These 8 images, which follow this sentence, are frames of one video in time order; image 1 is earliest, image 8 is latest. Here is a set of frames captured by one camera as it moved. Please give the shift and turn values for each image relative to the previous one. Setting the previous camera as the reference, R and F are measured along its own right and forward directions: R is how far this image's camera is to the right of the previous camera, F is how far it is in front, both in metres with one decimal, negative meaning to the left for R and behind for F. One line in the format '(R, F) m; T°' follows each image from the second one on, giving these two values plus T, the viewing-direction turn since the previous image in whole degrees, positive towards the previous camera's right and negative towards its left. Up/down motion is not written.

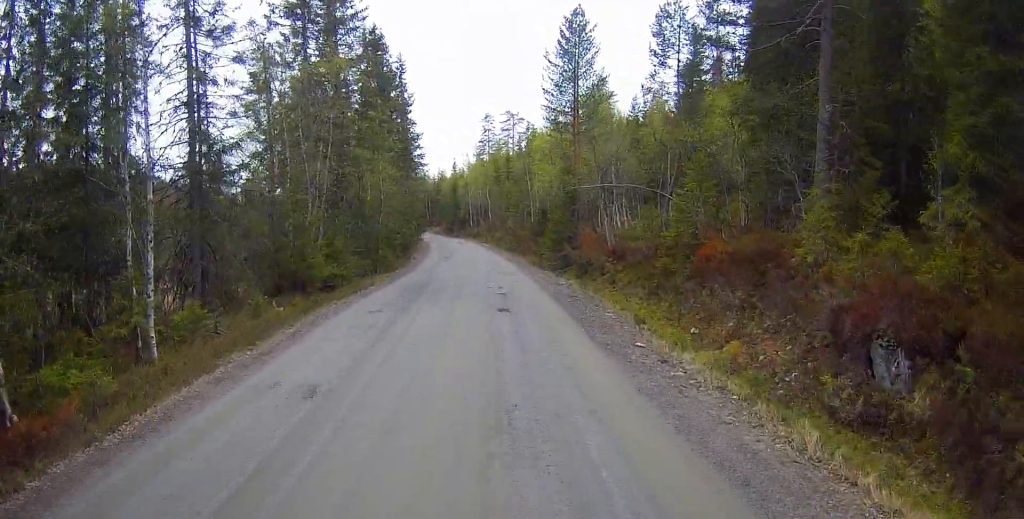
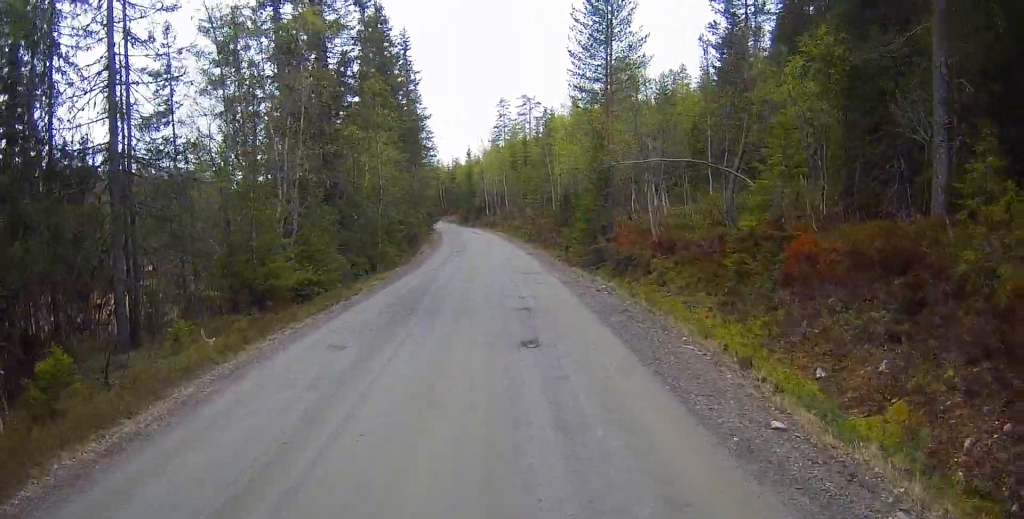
(0.0, +4.9) m; 0°
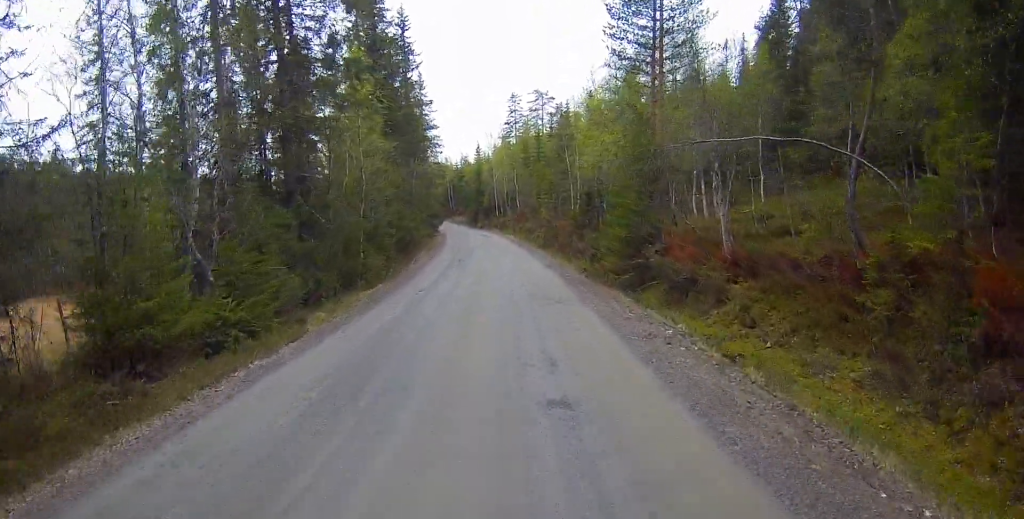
(-0.1, +6.2) m; -2°
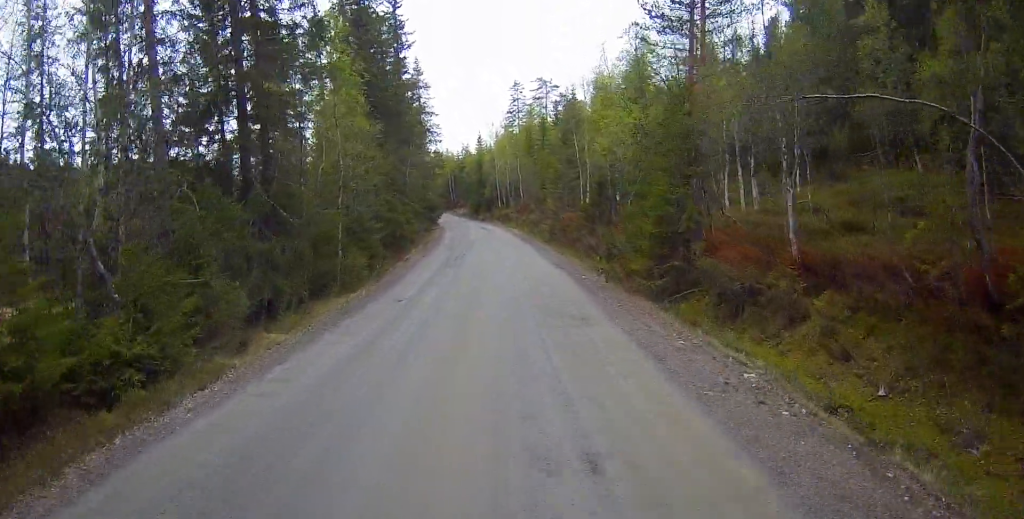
(0.0, +3.7) m; -1°
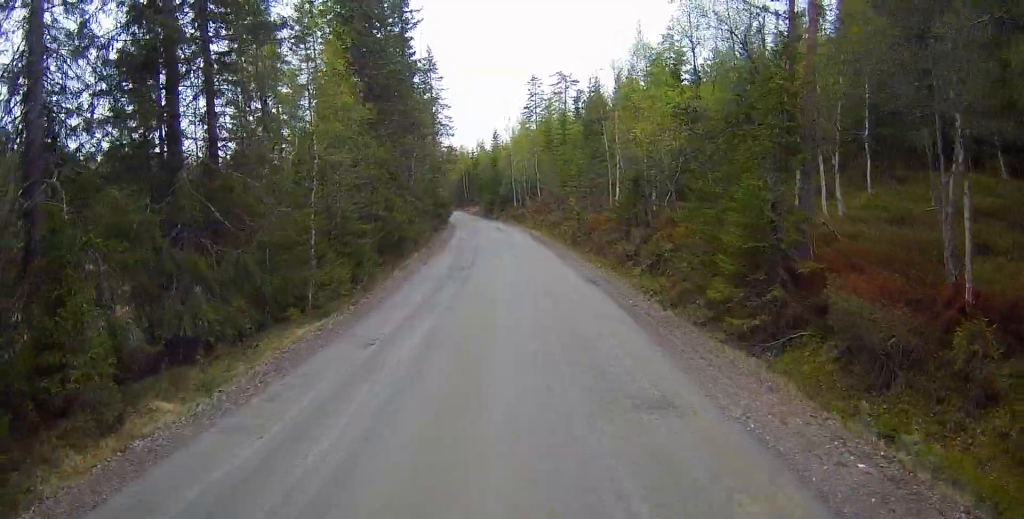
(-0.2, +4.9) m; 0°
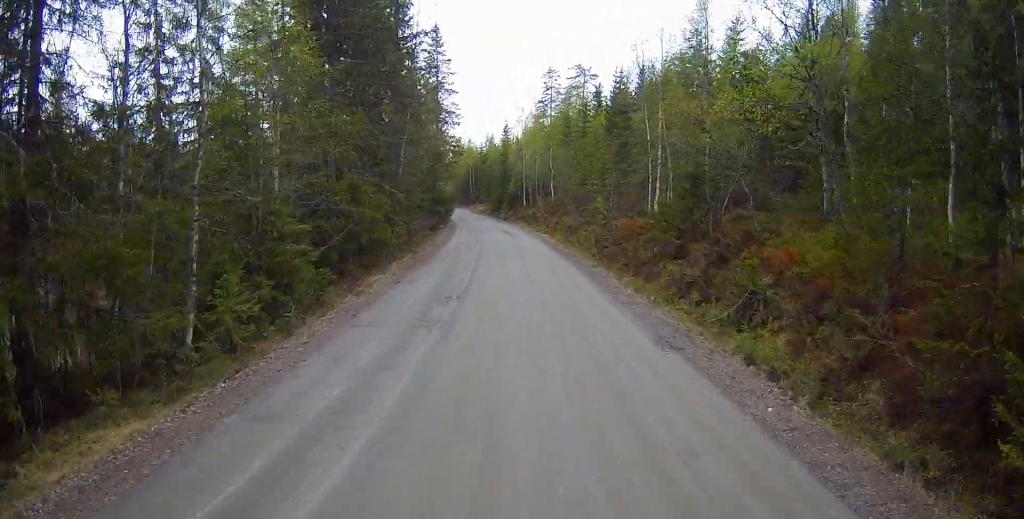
(+0.2, +7.2) m; +1°
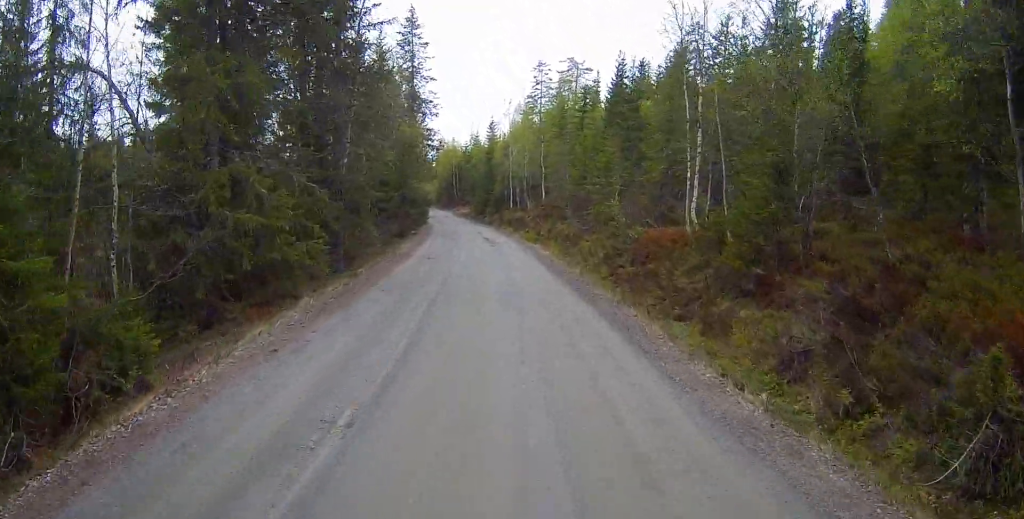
(0.0, +7.7) m; -1°
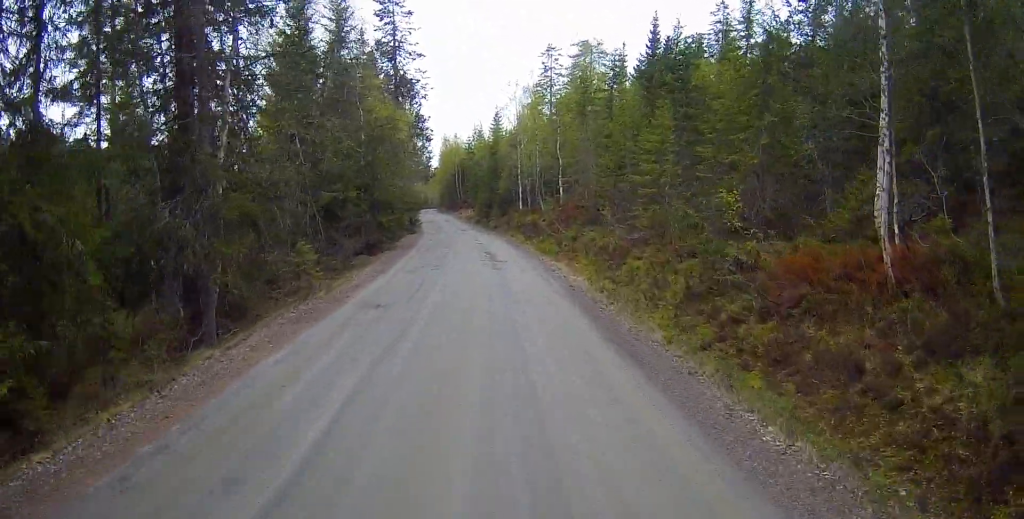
(-0.3, +10.6) m; -1°
